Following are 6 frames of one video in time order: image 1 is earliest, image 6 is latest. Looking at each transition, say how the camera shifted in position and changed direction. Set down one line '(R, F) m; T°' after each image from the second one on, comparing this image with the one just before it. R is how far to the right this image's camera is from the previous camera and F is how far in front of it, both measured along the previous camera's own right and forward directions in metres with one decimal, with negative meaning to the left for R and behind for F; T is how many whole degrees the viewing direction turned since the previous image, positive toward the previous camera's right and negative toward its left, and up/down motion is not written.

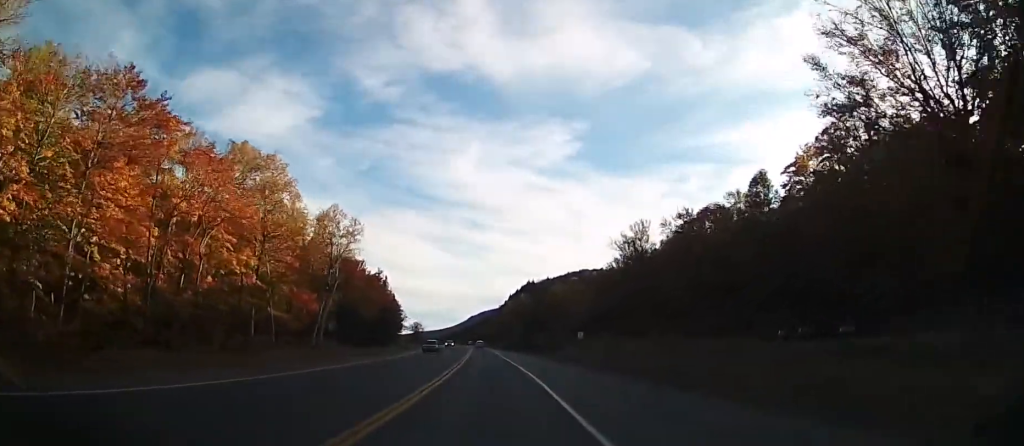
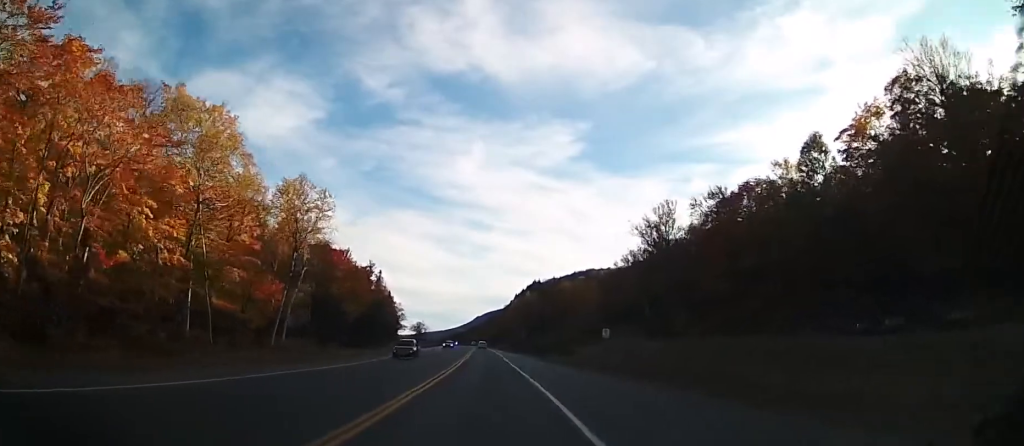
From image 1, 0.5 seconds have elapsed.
(+0.1, +10.8) m; -1°
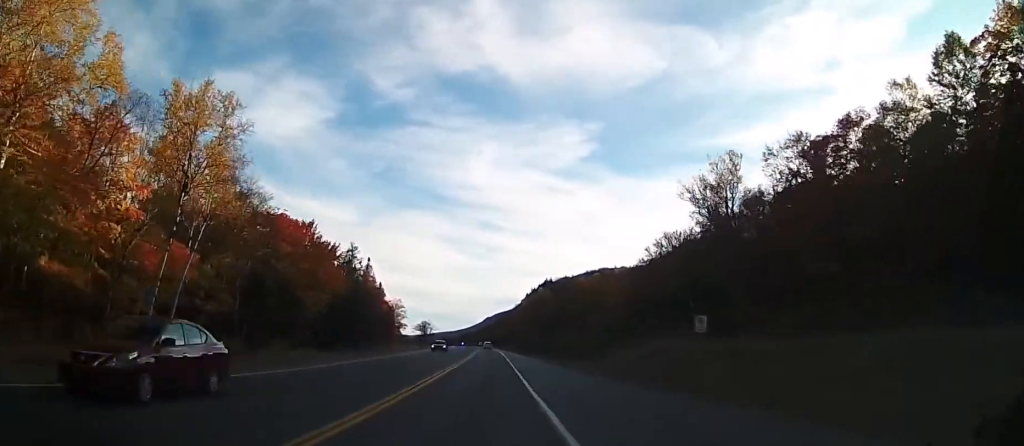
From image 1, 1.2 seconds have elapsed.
(-0.6, +17.9) m; -2°
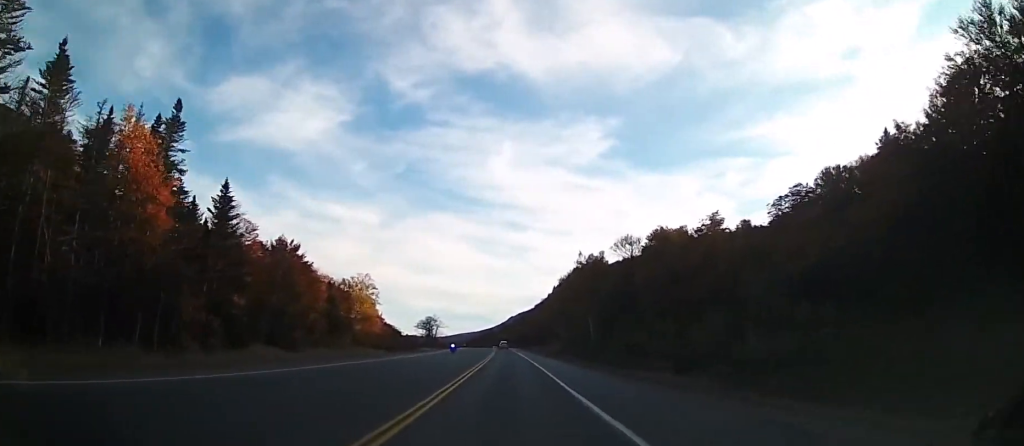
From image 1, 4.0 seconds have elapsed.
(-1.1, +67.3) m; -1°
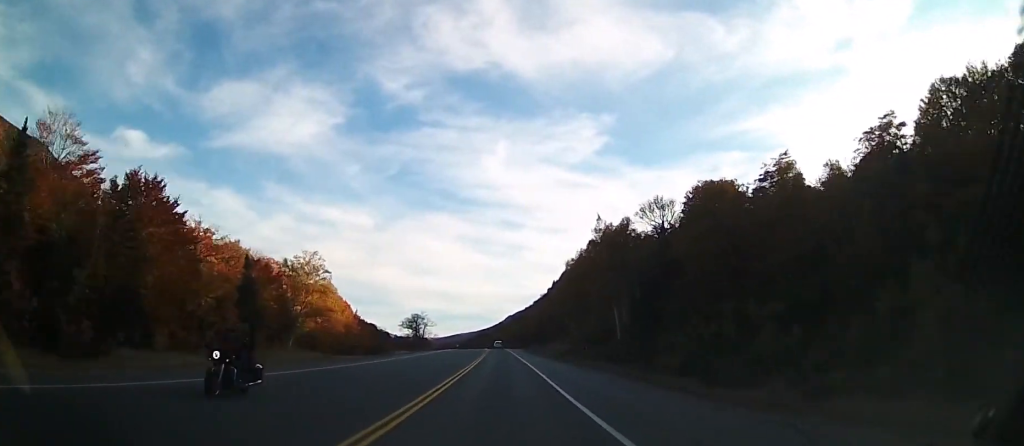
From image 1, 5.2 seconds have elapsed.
(+0.3, +27.7) m; 0°
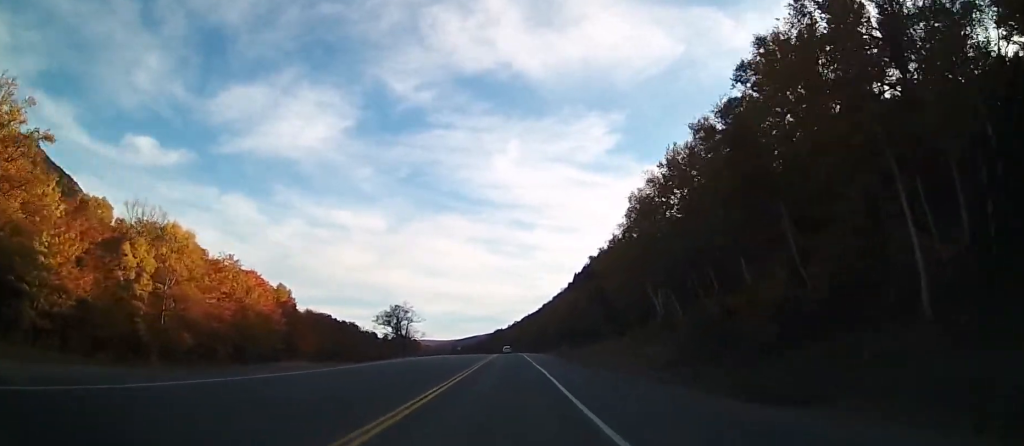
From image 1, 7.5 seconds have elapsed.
(-0.9, +58.9) m; -1°
